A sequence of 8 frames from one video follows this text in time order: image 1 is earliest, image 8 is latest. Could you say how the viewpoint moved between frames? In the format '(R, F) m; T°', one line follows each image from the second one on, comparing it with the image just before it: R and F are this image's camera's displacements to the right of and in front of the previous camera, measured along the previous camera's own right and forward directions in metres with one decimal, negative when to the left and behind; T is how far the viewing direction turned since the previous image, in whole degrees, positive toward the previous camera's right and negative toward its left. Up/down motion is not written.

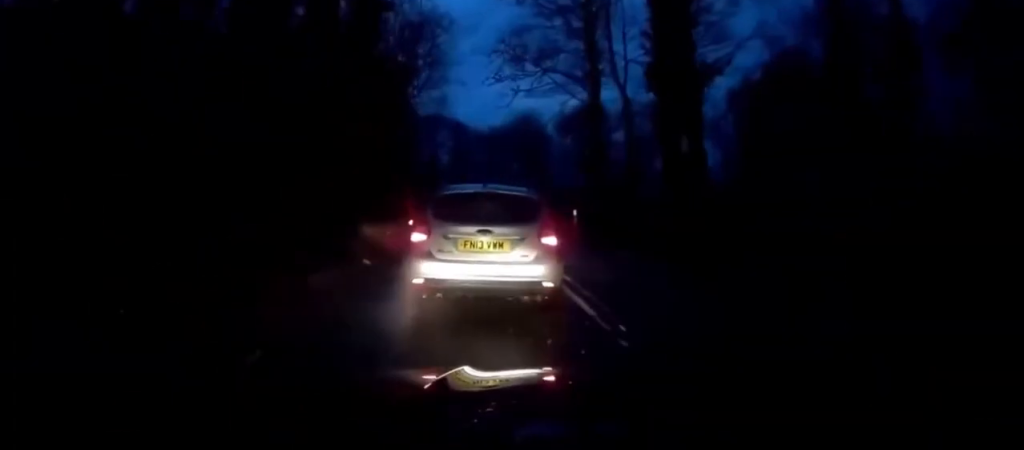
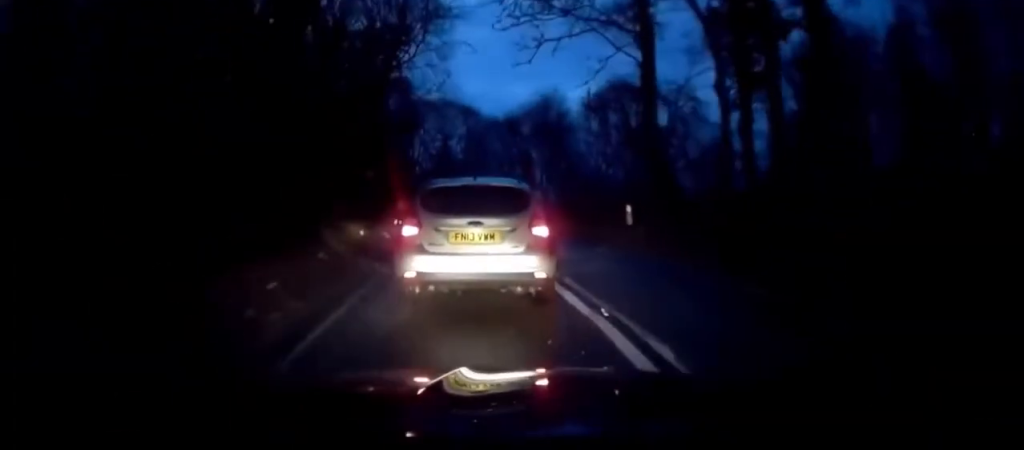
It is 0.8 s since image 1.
(+0.3, +7.8) m; +2°
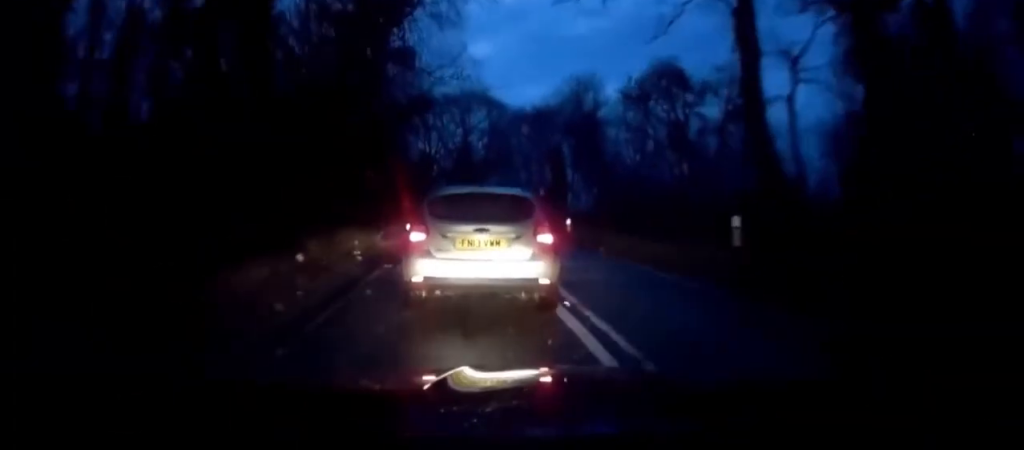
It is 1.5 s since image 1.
(0.0, +7.0) m; -1°
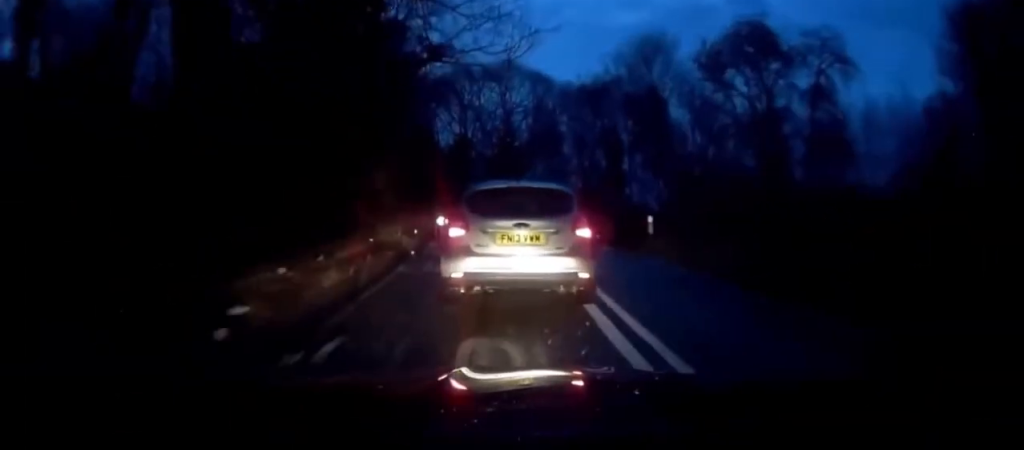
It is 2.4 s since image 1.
(-0.2, +8.4) m; 0°
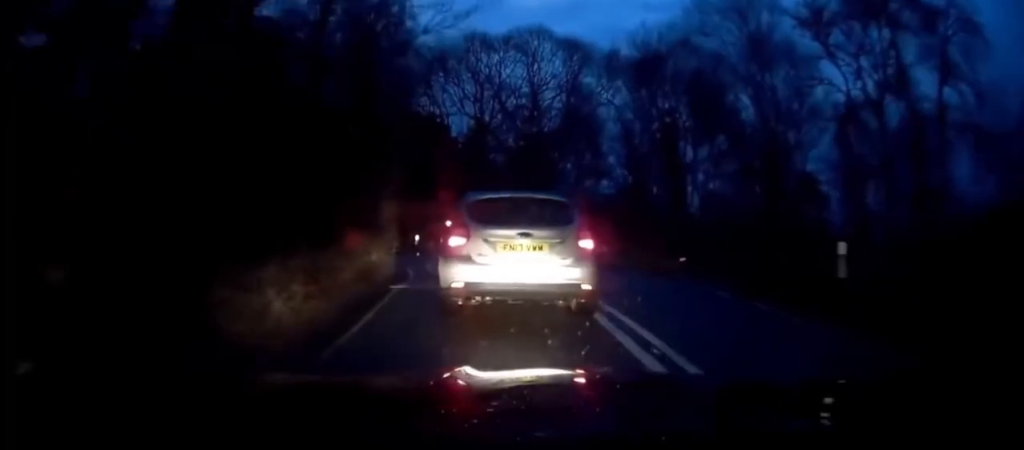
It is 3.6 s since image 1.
(+0.2, +11.7) m; 0°
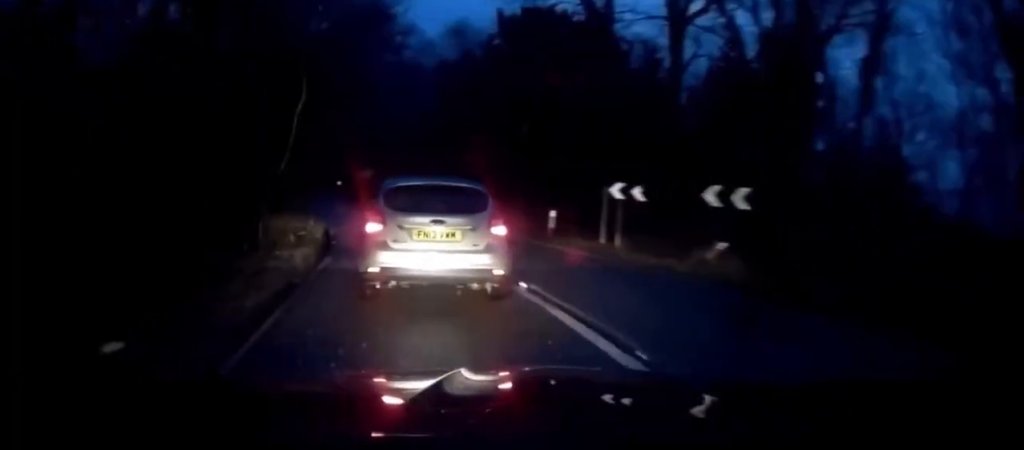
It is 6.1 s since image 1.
(-0.1, +23.1) m; -2°
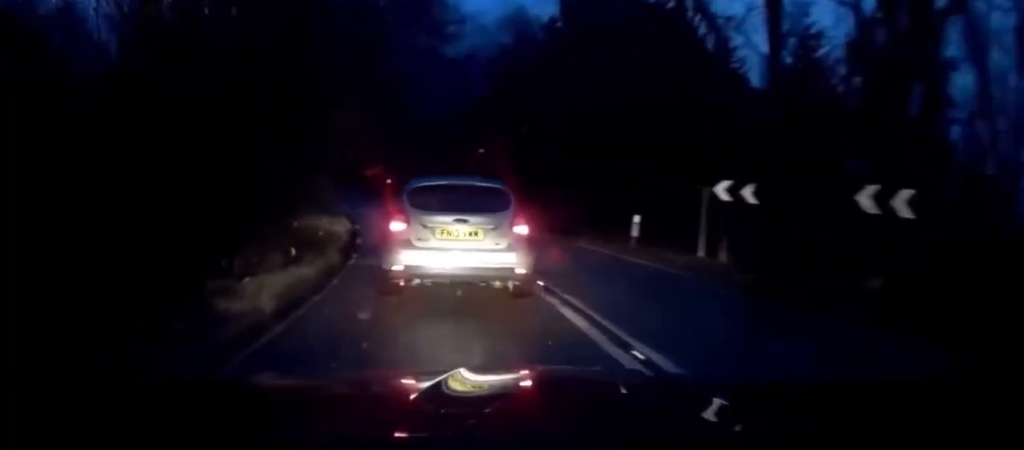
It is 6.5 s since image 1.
(+0.1, +4.4) m; -3°
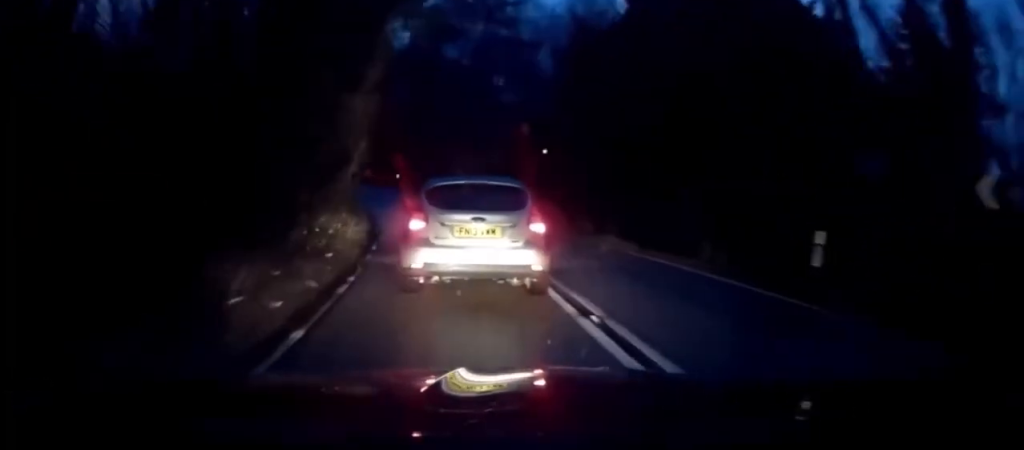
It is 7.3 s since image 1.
(-0.4, +6.7) m; -11°
